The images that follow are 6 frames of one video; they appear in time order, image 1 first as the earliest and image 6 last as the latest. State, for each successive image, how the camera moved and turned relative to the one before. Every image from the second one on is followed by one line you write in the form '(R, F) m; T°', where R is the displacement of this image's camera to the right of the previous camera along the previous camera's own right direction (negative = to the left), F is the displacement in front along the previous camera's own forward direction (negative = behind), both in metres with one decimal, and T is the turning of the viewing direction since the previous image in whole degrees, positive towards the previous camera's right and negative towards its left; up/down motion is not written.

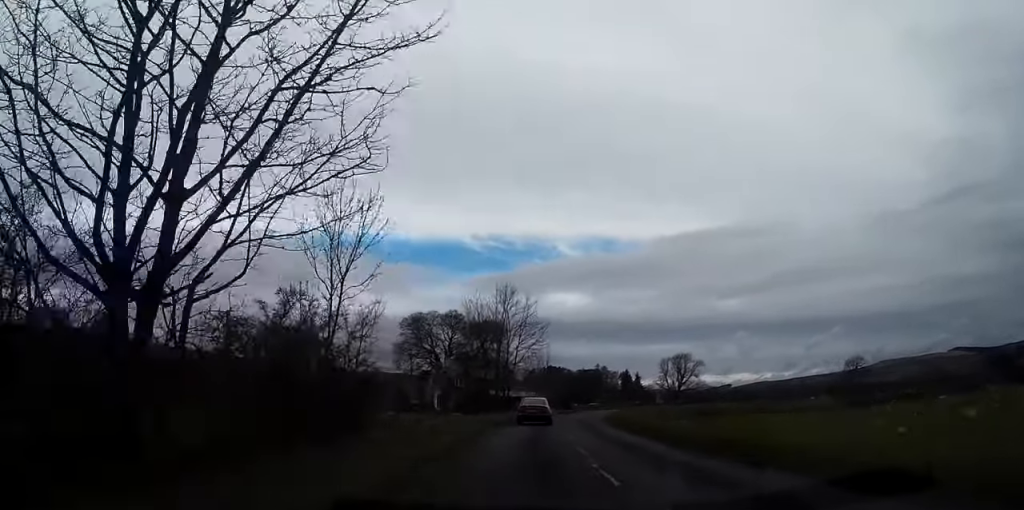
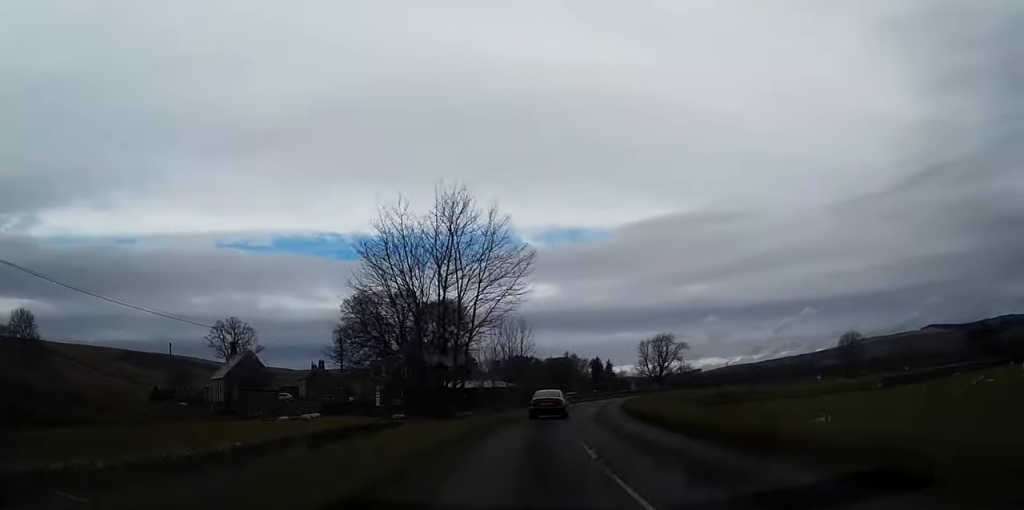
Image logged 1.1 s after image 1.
(+0.4, +23.5) m; +3°
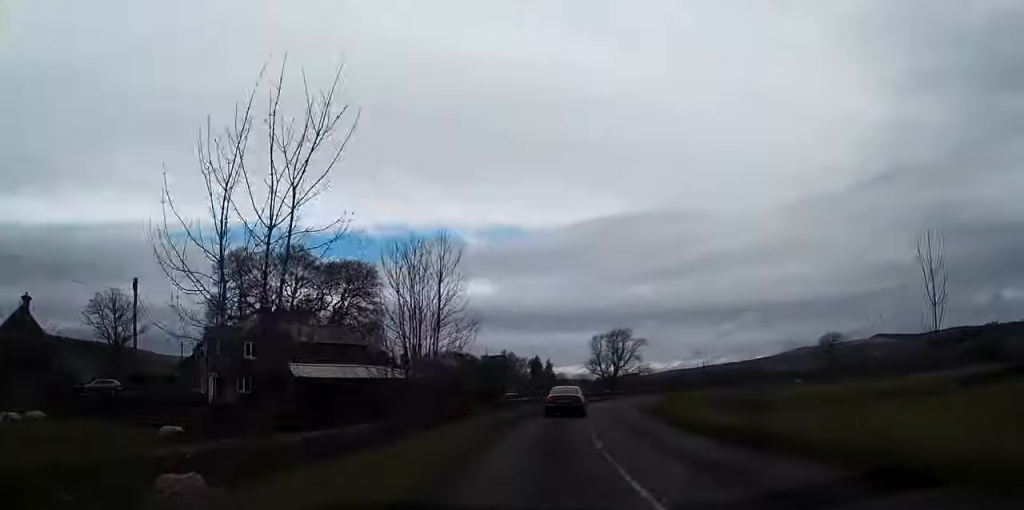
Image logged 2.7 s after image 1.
(+1.6, +33.1) m; +4°
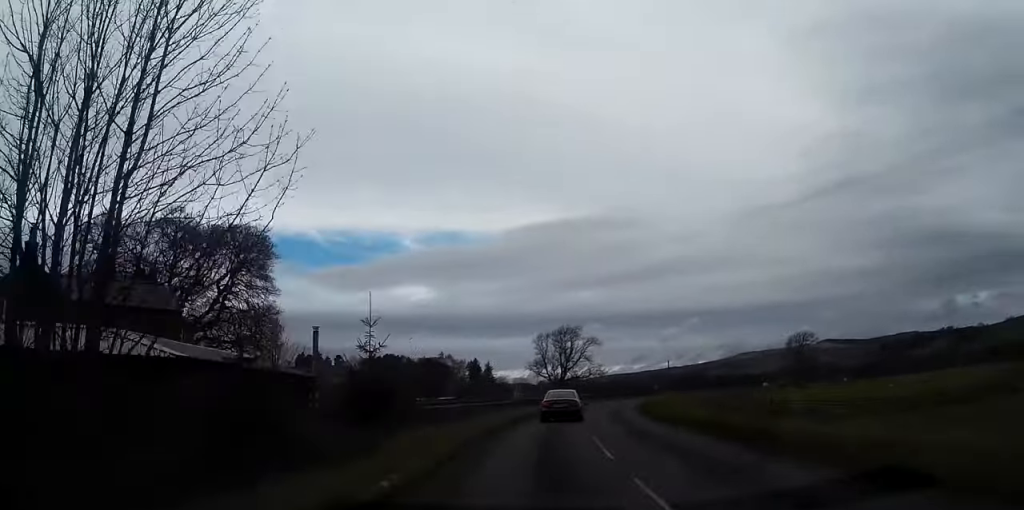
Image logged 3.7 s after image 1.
(+0.1, +21.2) m; +4°
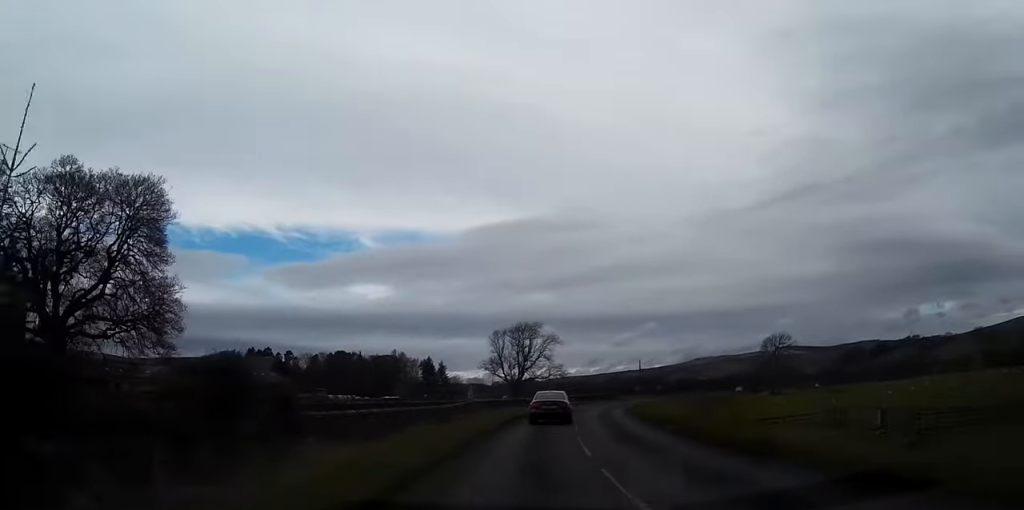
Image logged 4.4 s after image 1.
(+0.9, +14.8) m; +3°
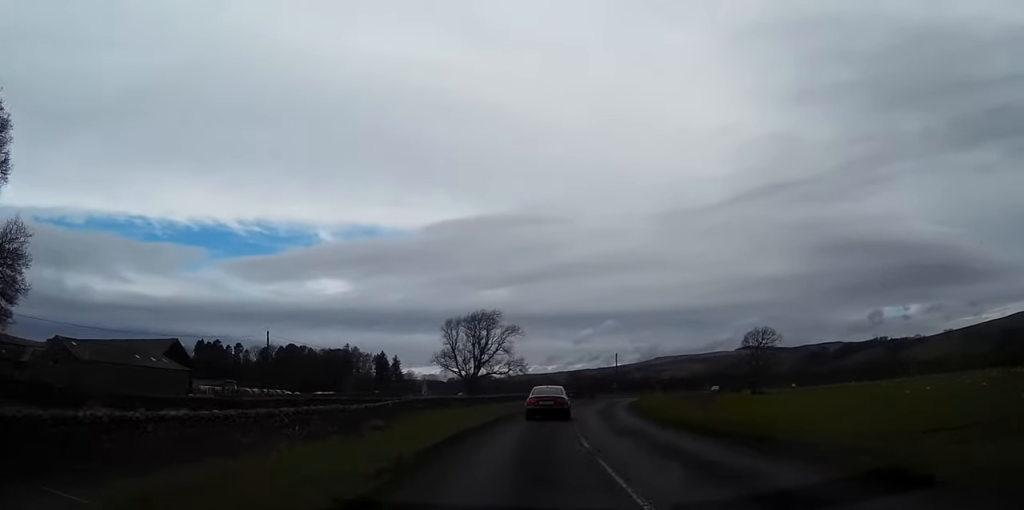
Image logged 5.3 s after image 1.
(+0.7, +19.0) m; +4°
